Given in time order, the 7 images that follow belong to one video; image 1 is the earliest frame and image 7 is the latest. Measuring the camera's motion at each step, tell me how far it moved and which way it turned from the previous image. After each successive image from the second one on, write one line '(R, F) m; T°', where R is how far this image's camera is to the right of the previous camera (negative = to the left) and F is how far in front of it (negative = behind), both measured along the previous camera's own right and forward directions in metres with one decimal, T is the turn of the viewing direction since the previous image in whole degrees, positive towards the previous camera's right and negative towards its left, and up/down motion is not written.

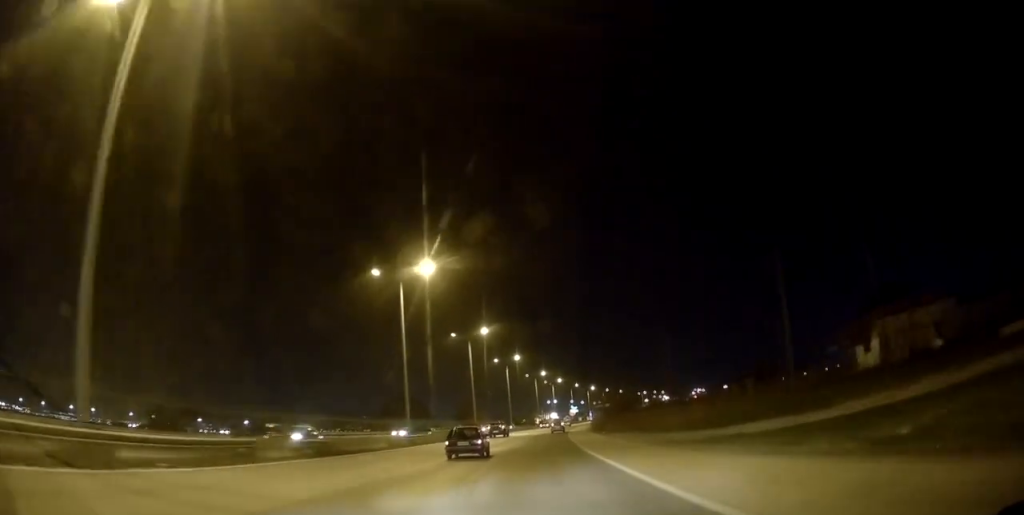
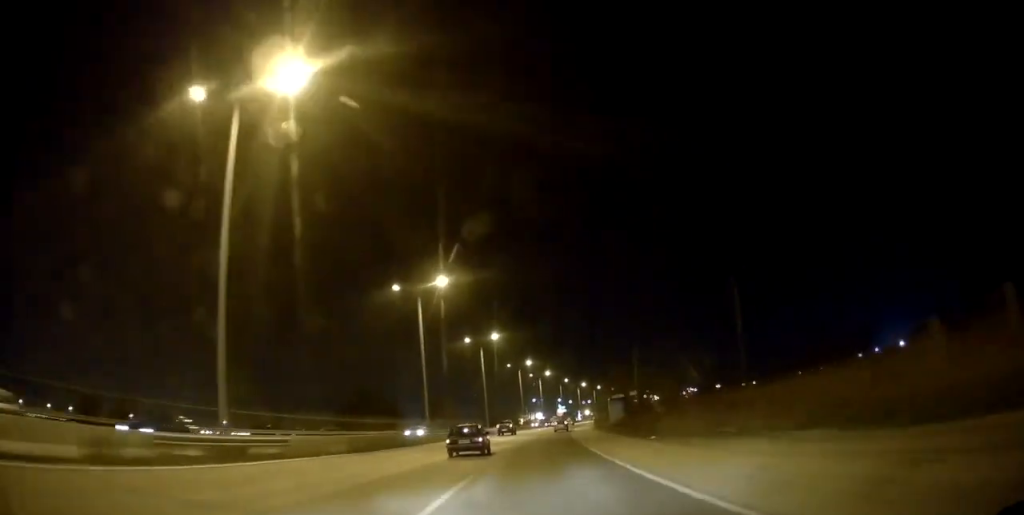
(+0.5, +25.8) m; +1°
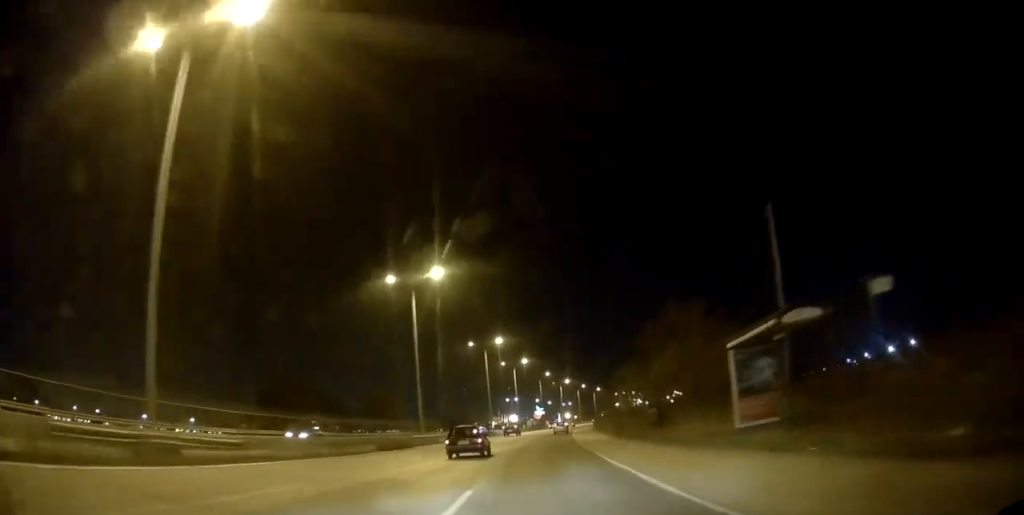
(+0.1, +34.6) m; +2°
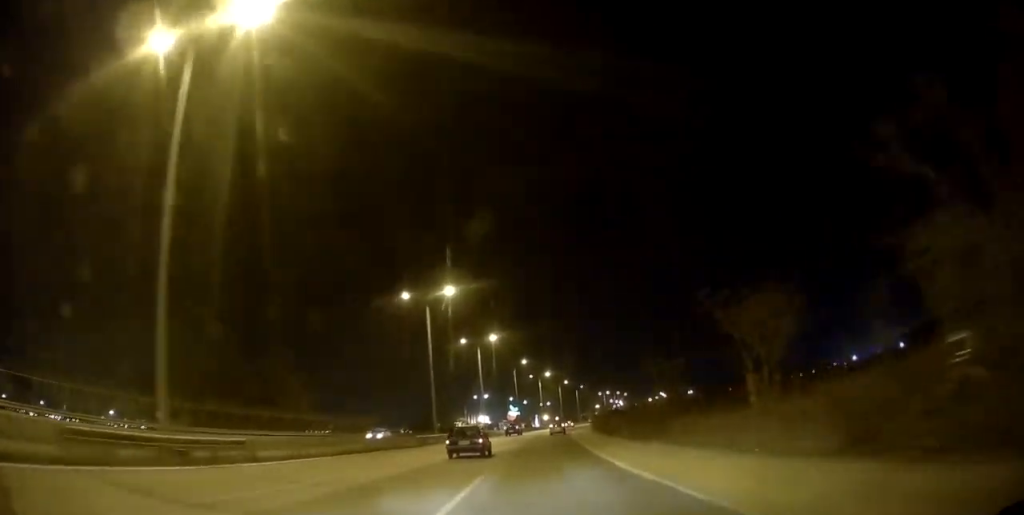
(+0.9, +32.2) m; +3°
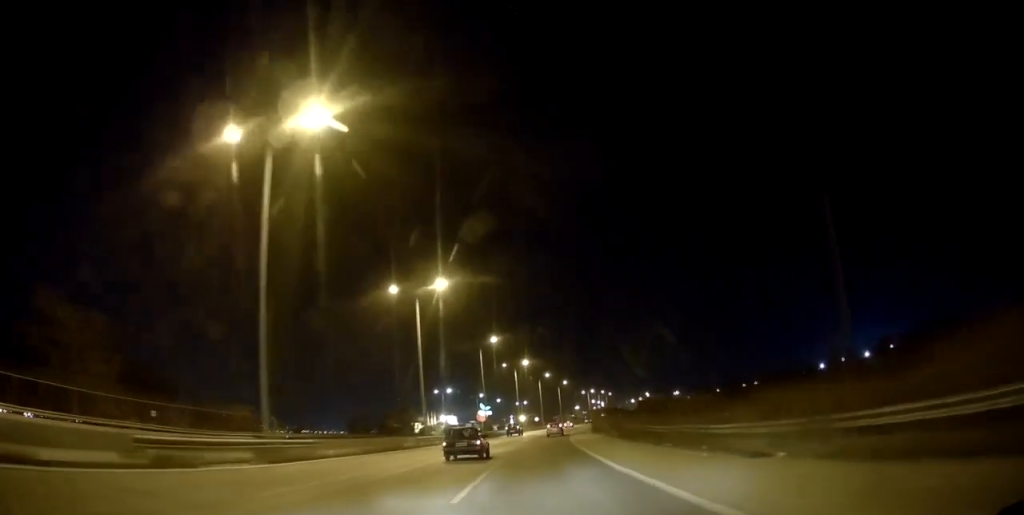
(+0.5, +30.8) m; +2°
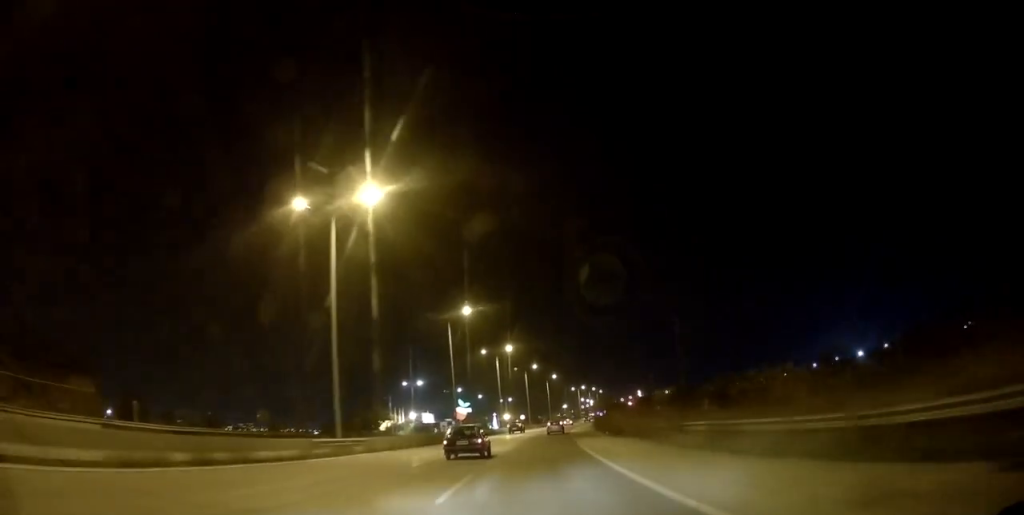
(+0.3, +19.7) m; +2°
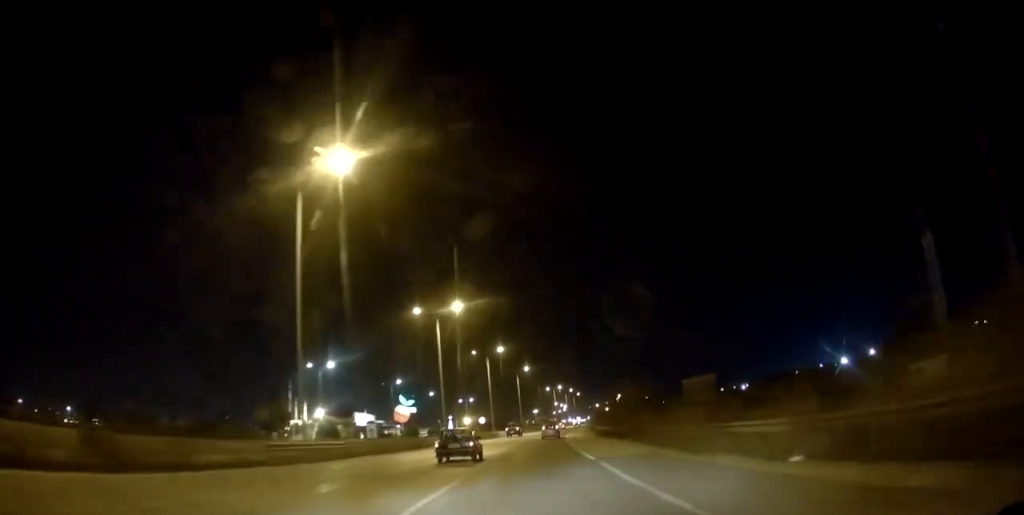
(+1.0, +36.8) m; +3°
